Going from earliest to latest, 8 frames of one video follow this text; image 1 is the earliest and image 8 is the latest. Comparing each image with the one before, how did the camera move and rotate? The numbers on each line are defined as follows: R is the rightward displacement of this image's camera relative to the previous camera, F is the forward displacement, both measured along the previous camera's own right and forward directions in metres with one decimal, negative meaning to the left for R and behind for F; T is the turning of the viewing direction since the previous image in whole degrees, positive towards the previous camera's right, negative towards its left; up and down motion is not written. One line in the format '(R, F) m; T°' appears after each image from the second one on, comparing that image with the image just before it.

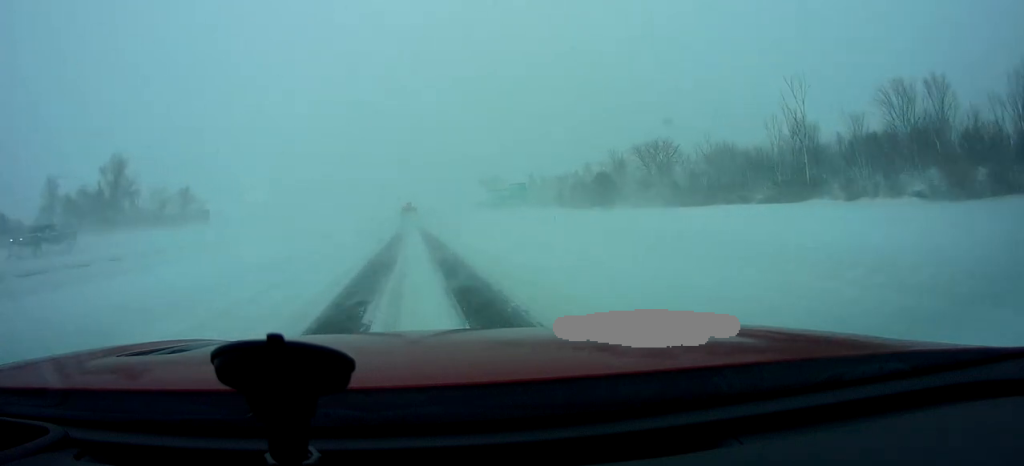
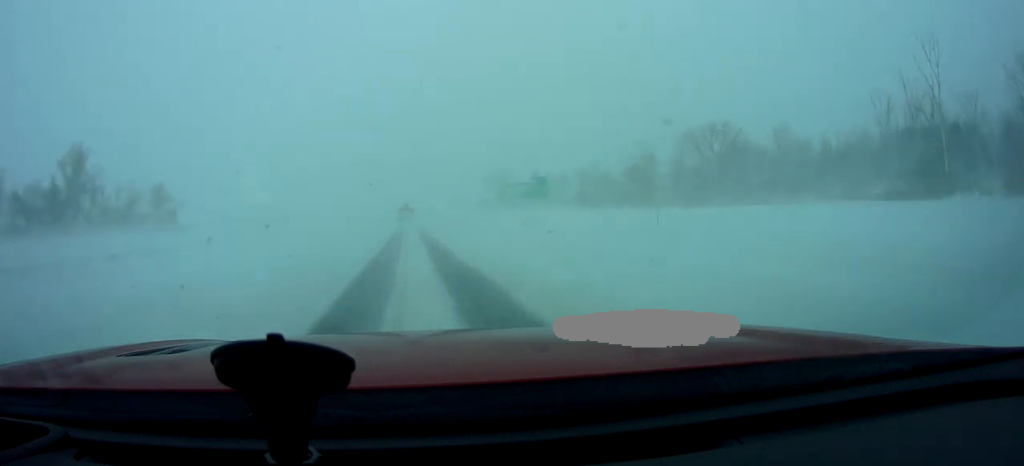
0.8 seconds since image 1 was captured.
(0.0, +16.1) m; +1°
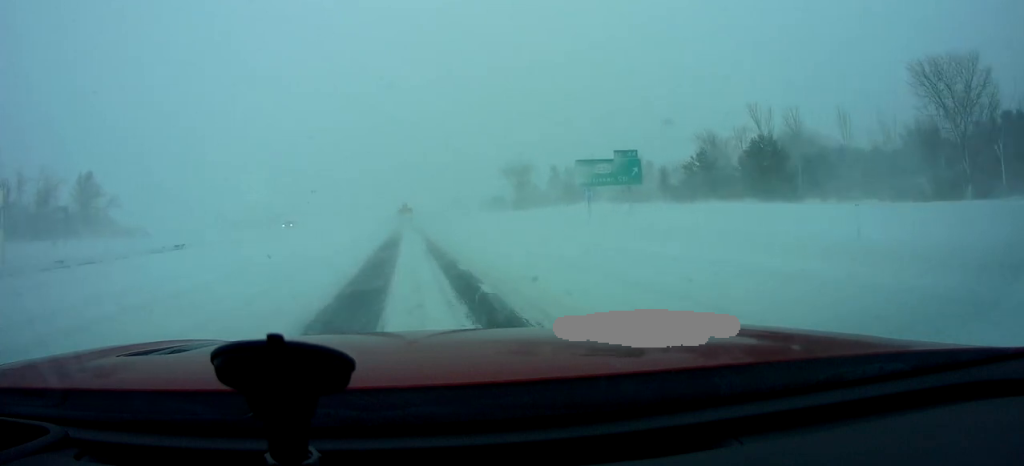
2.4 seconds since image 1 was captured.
(+0.1, +33.9) m; 0°
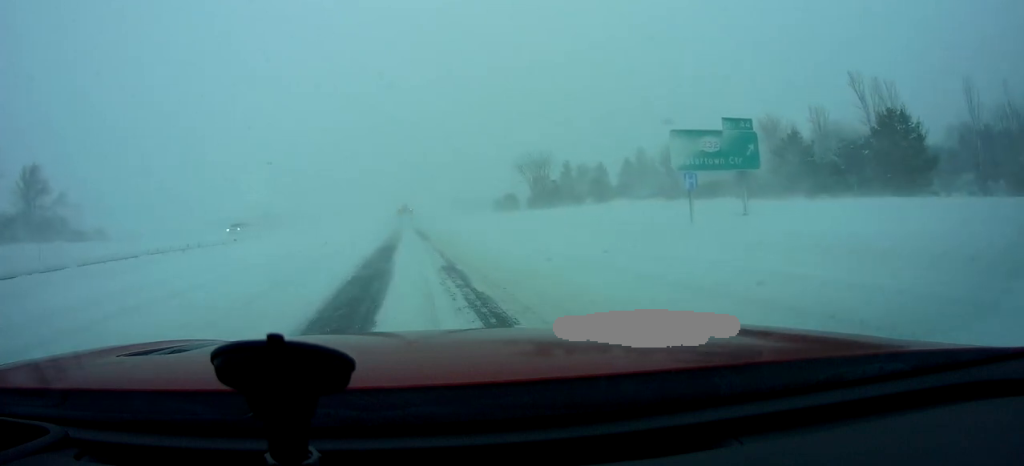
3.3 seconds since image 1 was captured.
(-0.1, +18.7) m; 0°
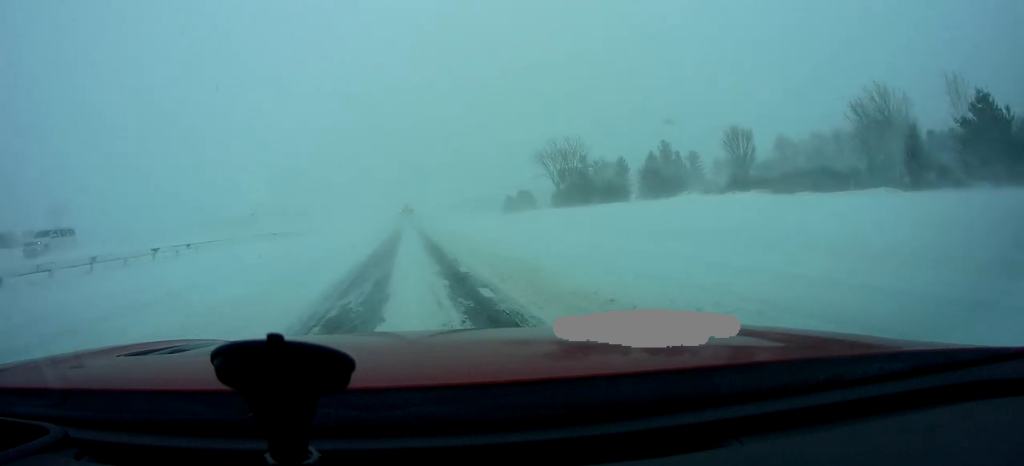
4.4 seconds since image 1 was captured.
(+0.2, +23.1) m; +1°
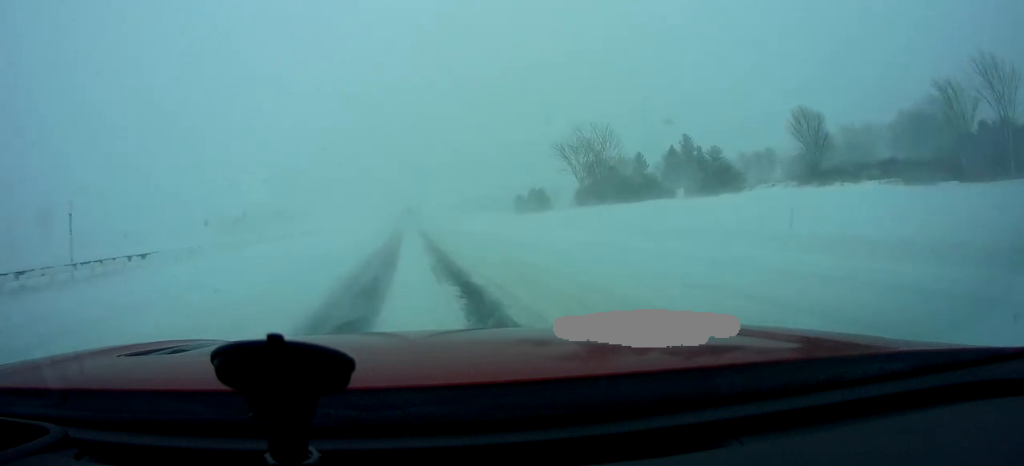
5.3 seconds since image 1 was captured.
(+0.1, +16.7) m; 0°
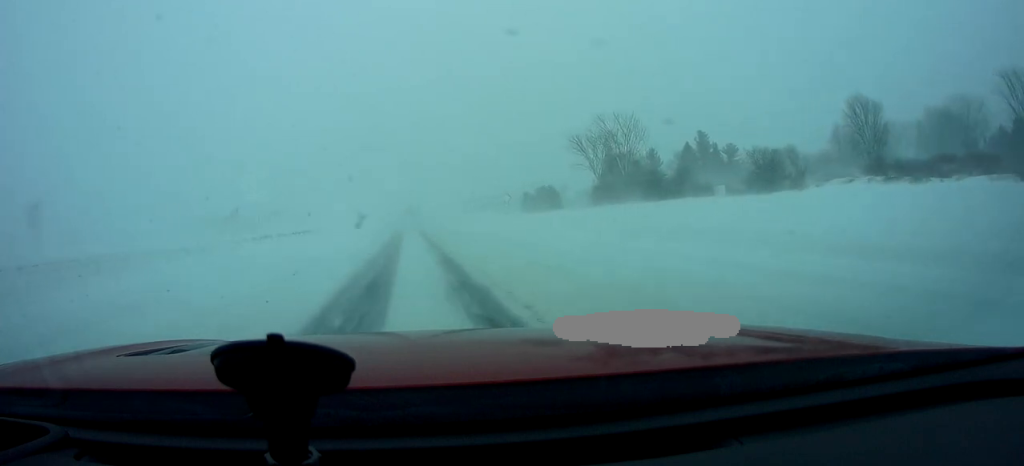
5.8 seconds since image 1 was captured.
(+0.1, +10.6) m; -1°
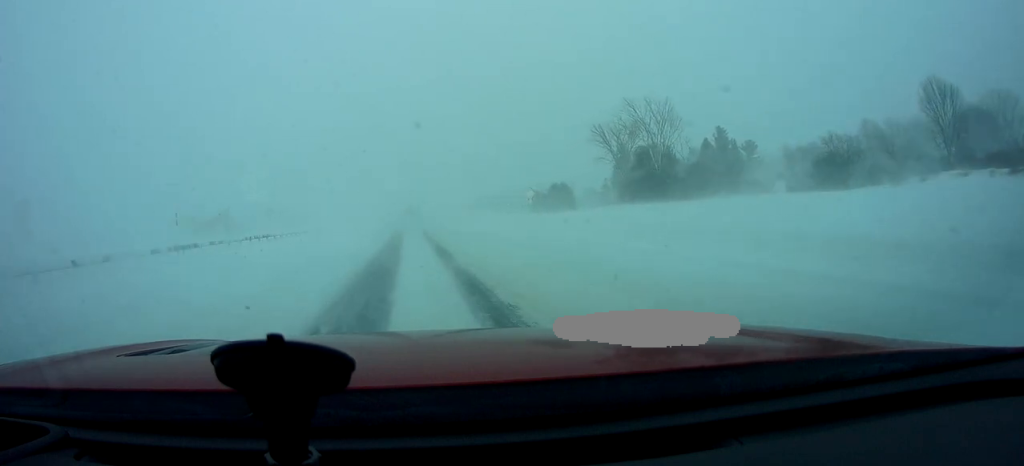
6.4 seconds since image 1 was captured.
(-0.3, +11.9) m; -1°
